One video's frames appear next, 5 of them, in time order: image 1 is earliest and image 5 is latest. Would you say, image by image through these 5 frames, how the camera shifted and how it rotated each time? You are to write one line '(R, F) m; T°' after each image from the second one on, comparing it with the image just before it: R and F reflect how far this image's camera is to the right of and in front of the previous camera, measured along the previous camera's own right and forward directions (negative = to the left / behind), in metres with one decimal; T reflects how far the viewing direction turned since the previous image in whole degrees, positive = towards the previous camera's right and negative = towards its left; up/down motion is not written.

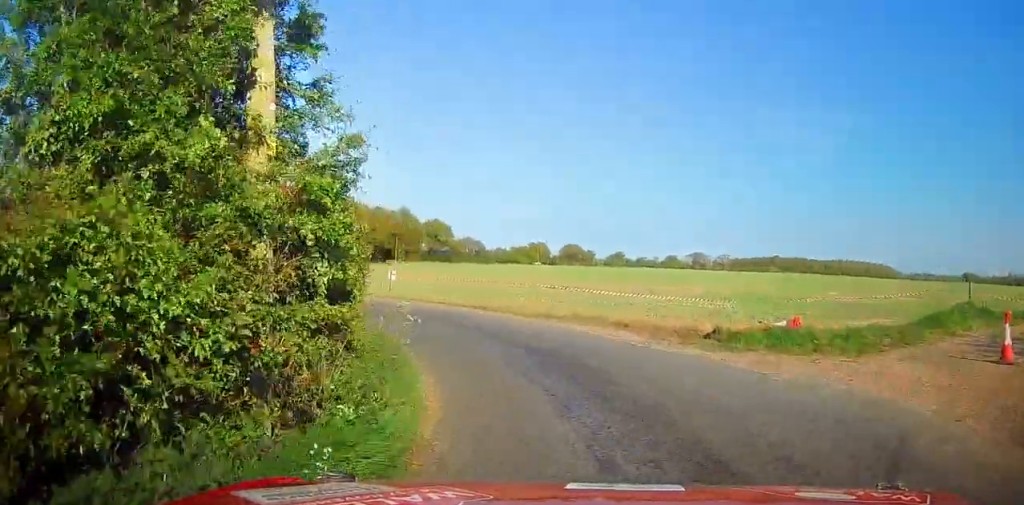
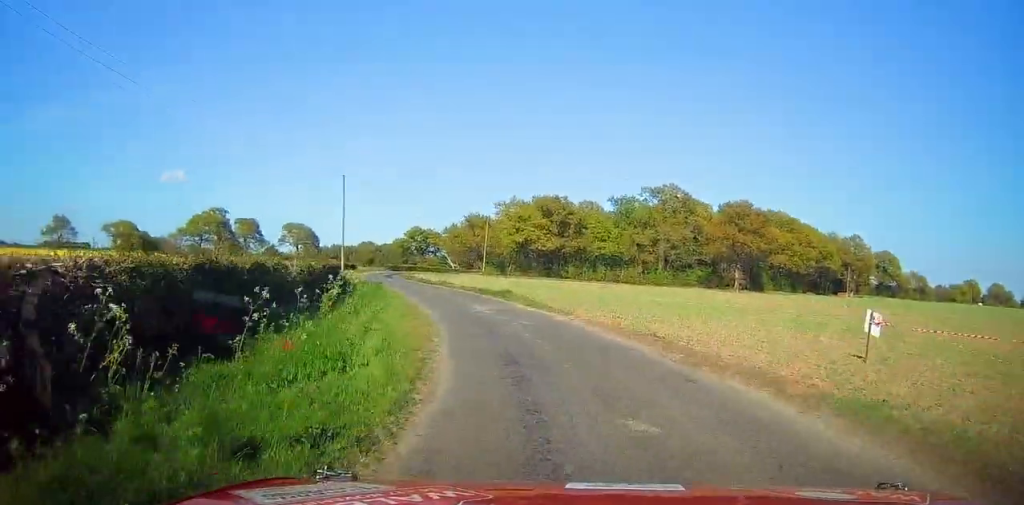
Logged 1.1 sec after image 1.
(-11.6, +10.7) m; -53°
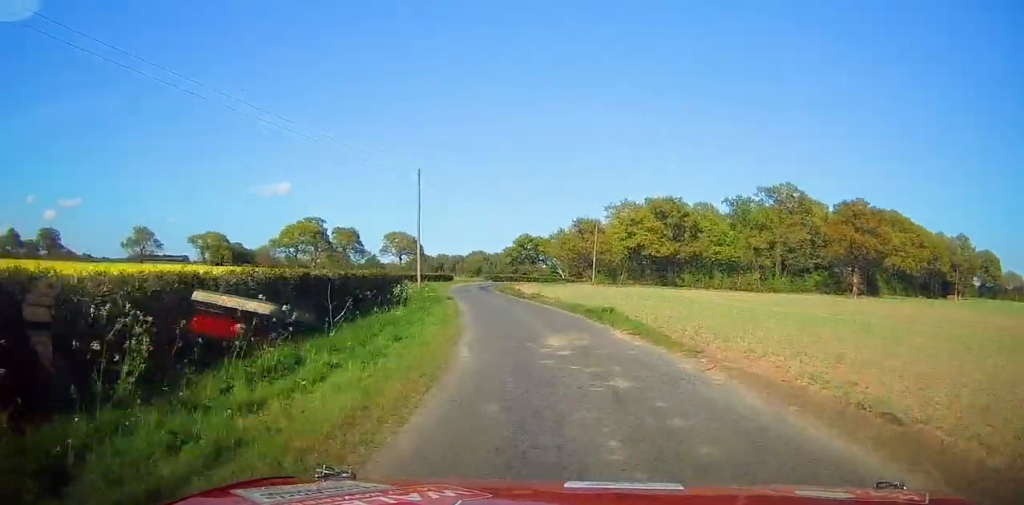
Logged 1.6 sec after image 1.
(0.0, +7.4) m; -4°
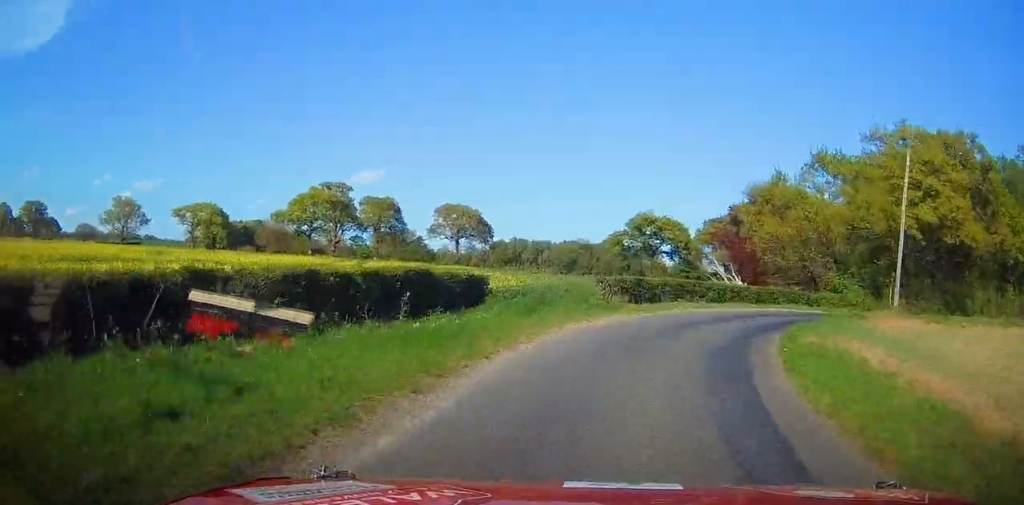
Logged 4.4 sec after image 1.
(-7.1, +51.8) m; -5°
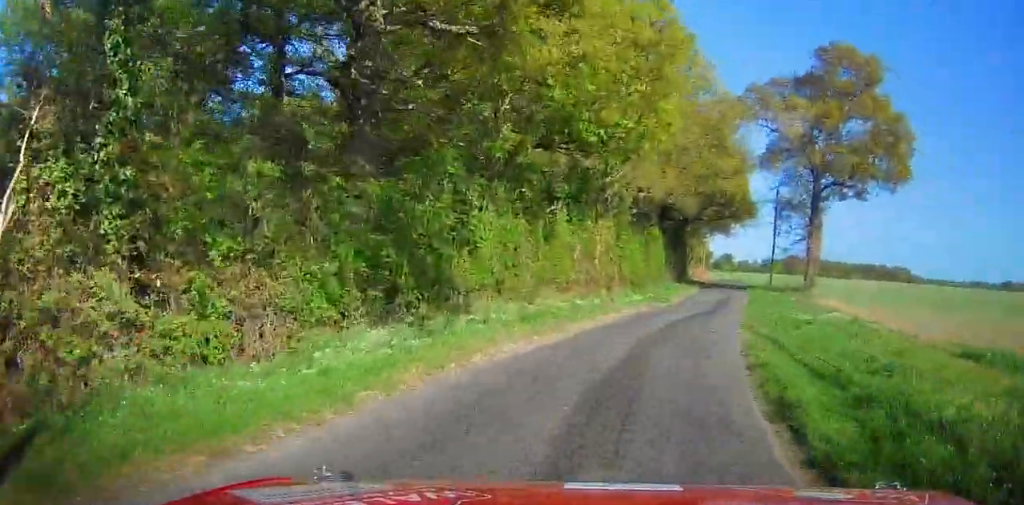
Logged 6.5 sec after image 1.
(+13.7, +33.0) m; +49°
